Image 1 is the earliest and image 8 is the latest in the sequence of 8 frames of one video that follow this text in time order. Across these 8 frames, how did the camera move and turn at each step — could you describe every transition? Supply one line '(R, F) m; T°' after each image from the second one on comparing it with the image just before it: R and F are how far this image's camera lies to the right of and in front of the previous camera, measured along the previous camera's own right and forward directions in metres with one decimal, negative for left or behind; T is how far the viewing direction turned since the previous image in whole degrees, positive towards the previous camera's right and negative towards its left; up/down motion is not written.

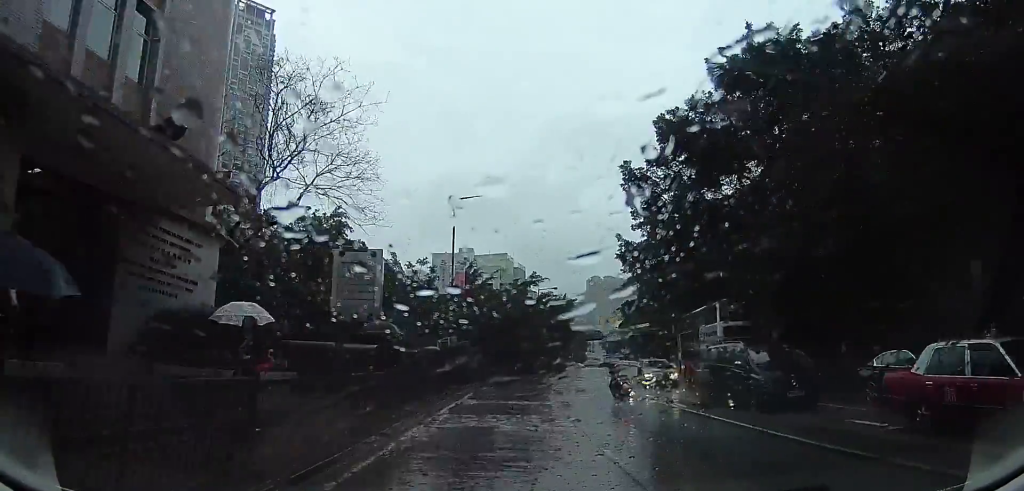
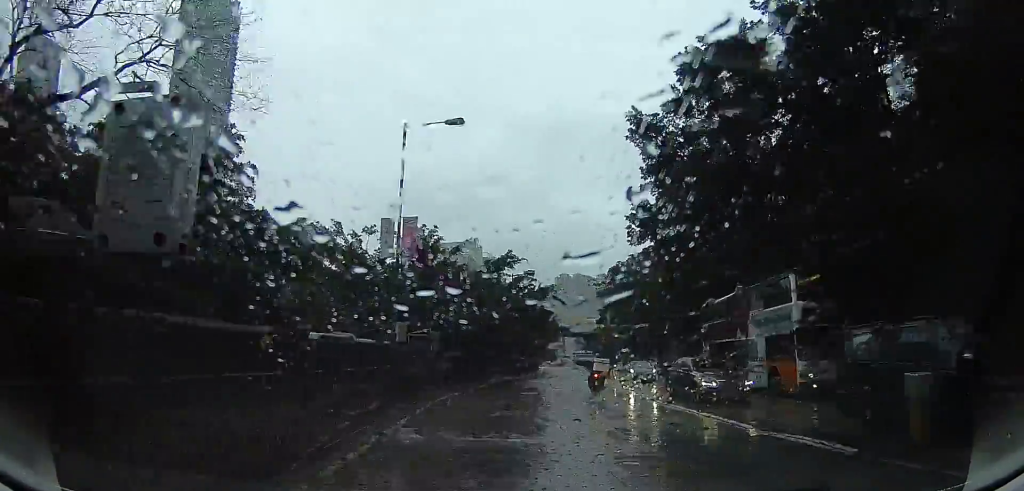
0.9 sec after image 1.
(+0.7, +9.1) m; +9°
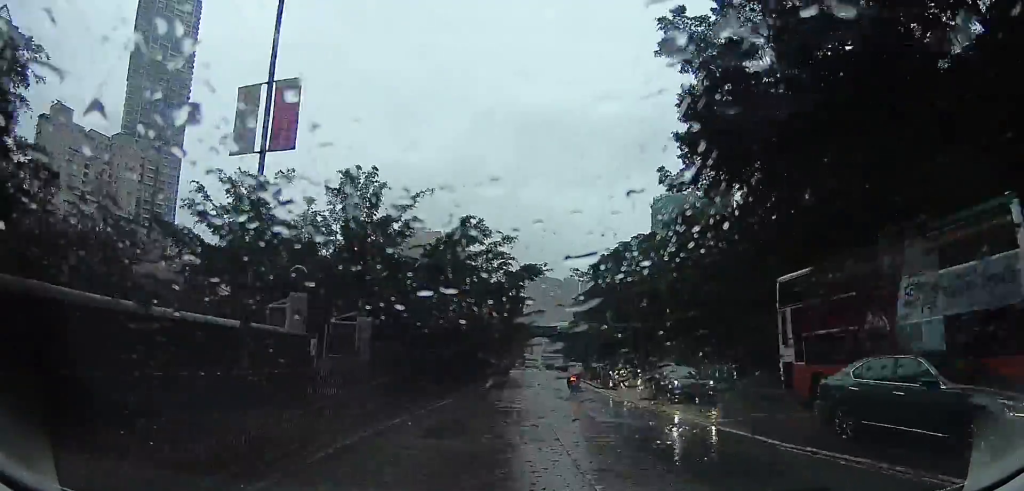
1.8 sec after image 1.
(+0.6, +10.0) m; +6°
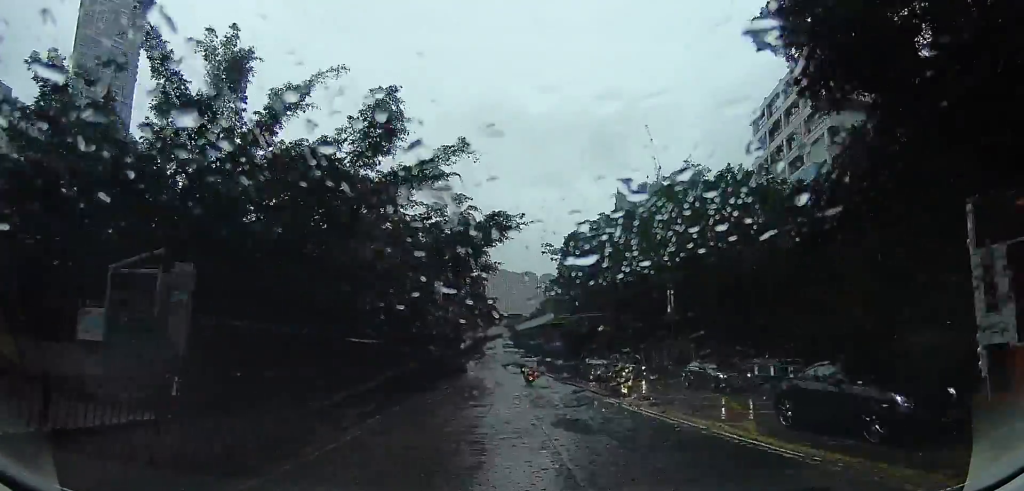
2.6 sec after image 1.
(+0.7, +10.0) m; 0°
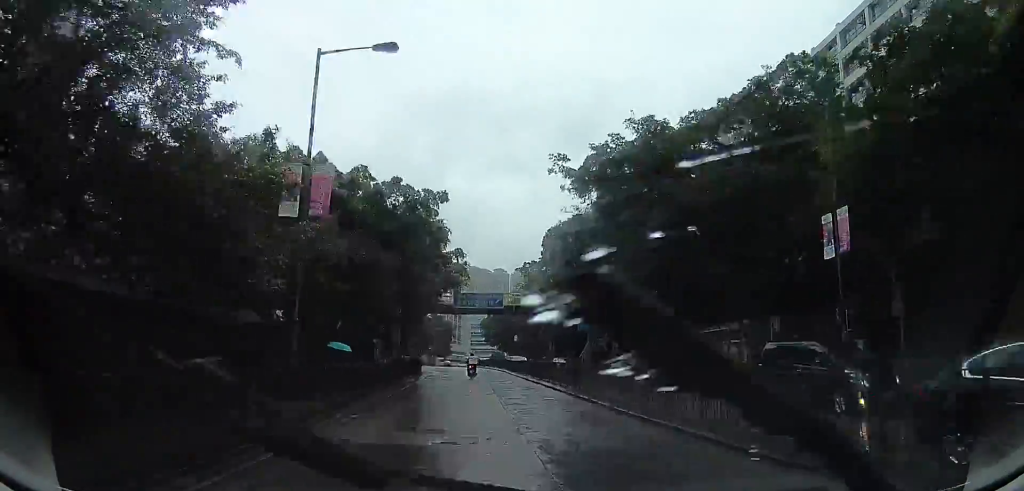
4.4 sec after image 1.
(+0.3, +21.4) m; +1°
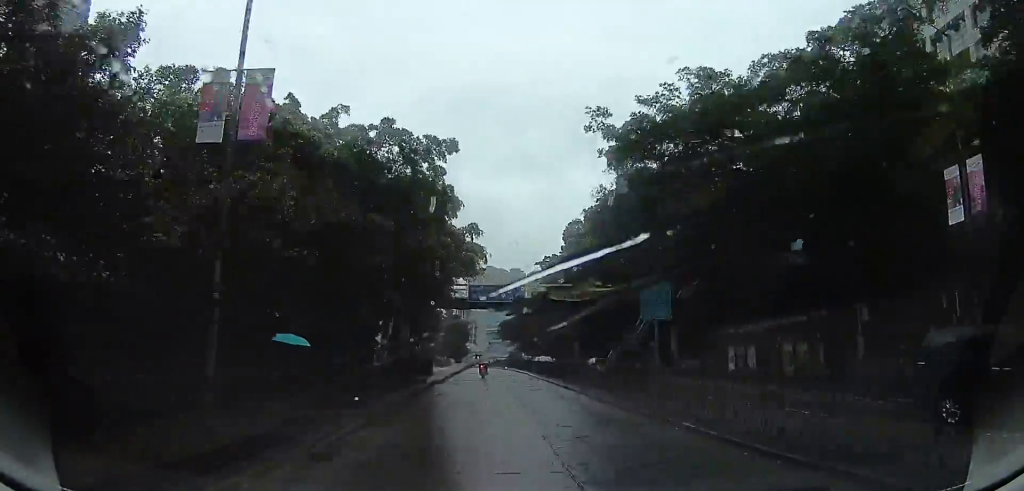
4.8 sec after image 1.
(-0.4, +5.4) m; 0°
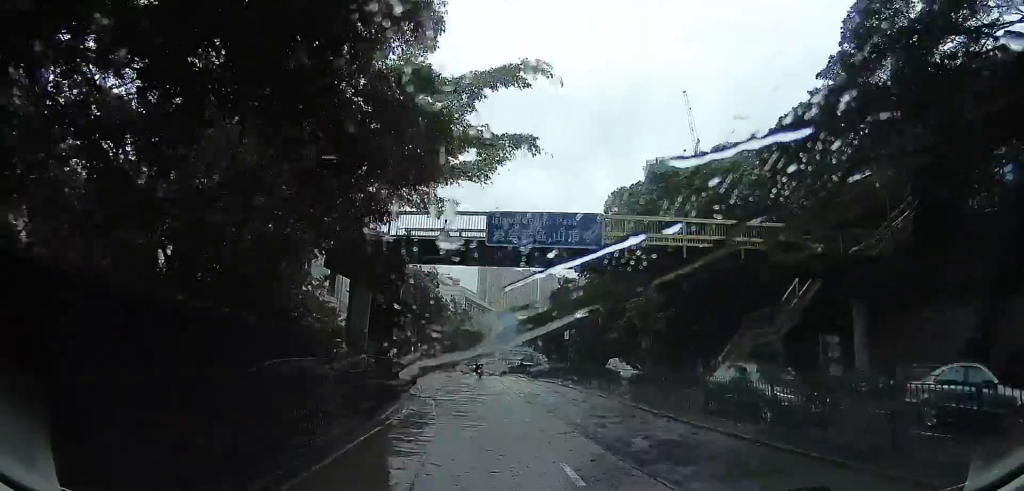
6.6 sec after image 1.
(+0.1, +21.2) m; -2°
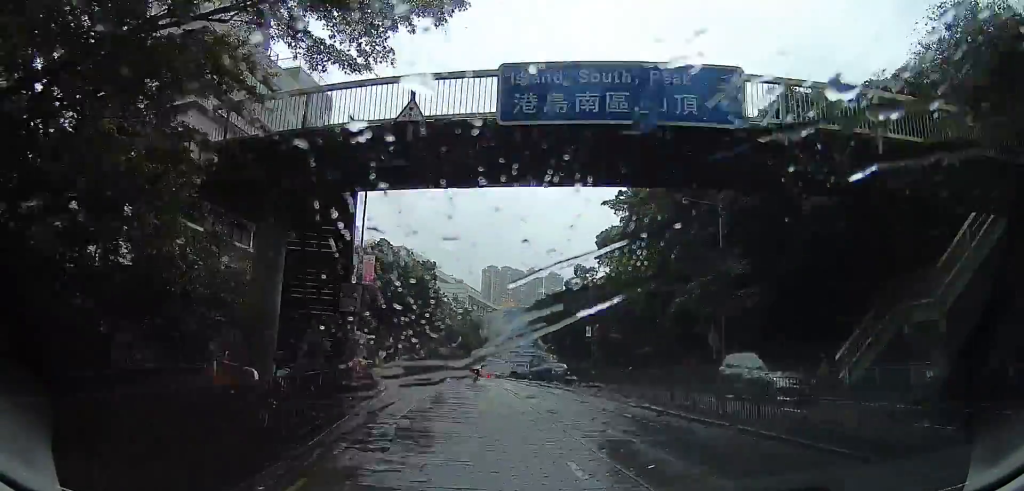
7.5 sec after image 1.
(-1.1, +11.2) m; -5°
